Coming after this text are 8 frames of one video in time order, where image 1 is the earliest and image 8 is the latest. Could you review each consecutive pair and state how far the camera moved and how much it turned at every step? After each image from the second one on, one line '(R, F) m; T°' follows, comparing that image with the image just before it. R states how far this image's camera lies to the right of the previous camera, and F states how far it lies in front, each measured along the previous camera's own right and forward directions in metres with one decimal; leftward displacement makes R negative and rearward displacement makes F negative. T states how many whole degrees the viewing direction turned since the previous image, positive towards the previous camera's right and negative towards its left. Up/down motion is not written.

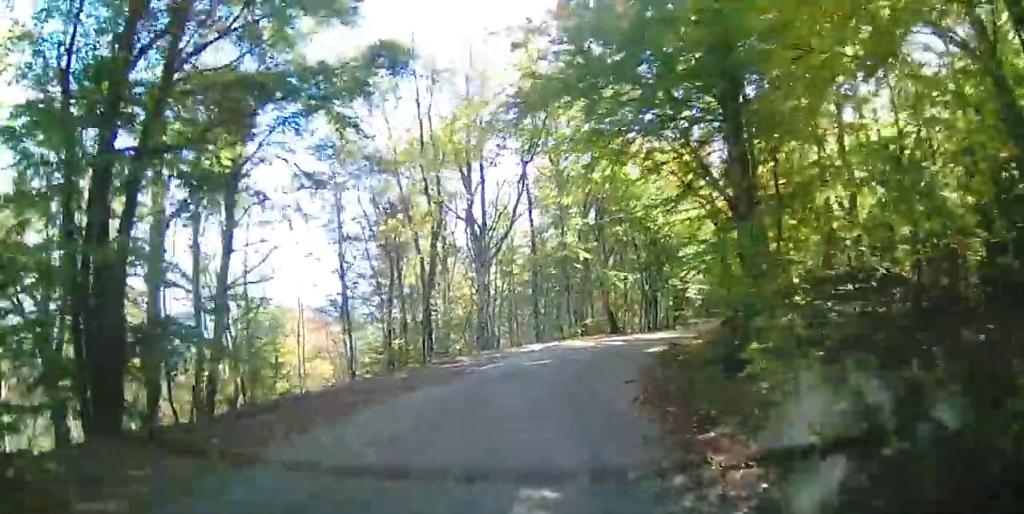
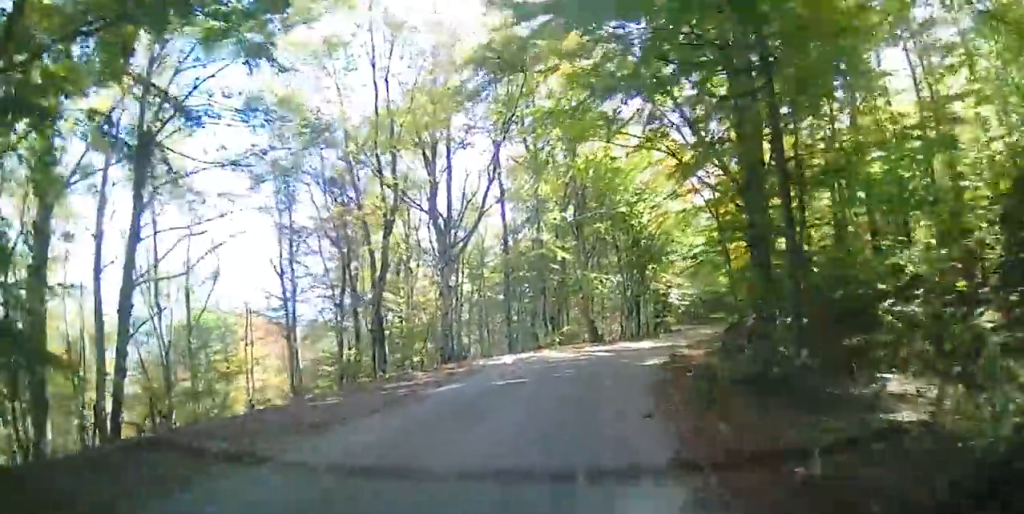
(-0.1, +3.4) m; +3°
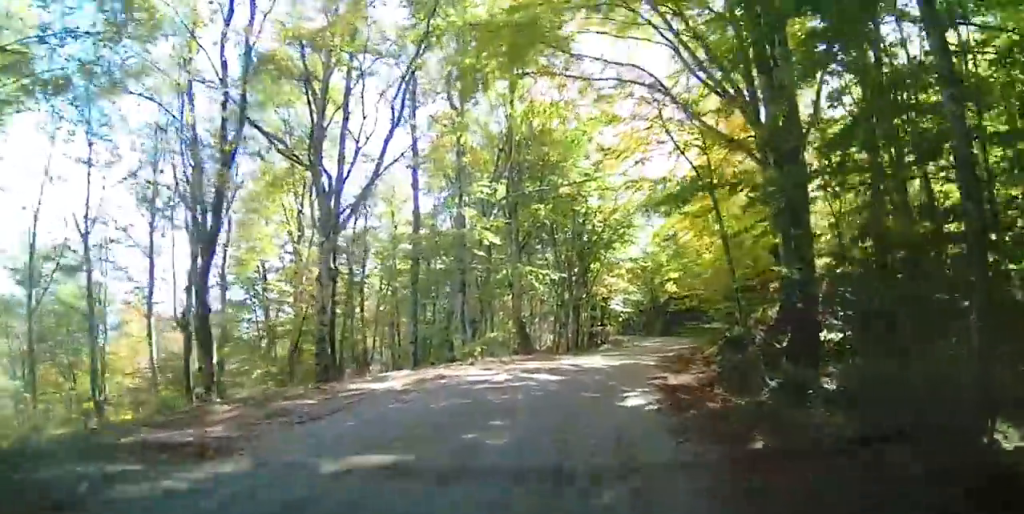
(+0.6, +6.6) m; +9°
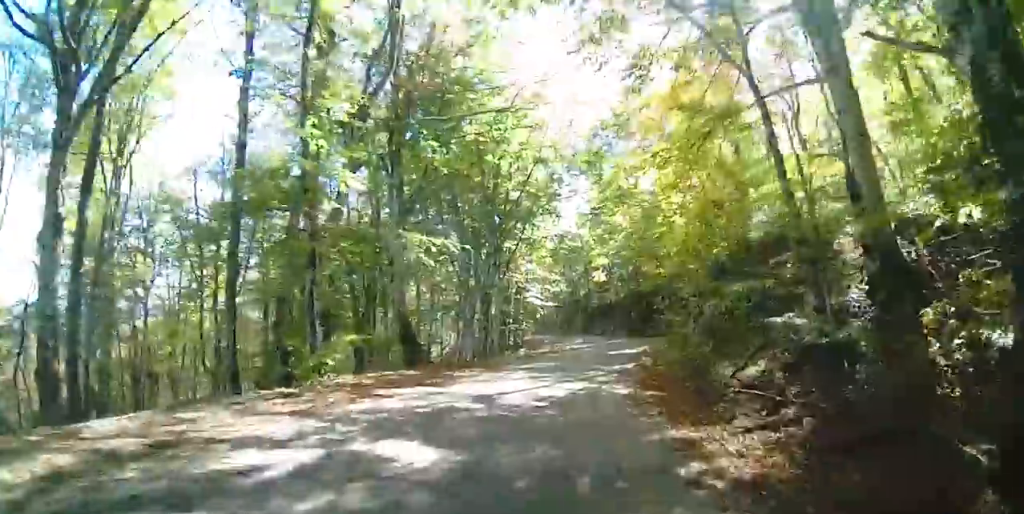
(+0.6, +8.1) m; +5°
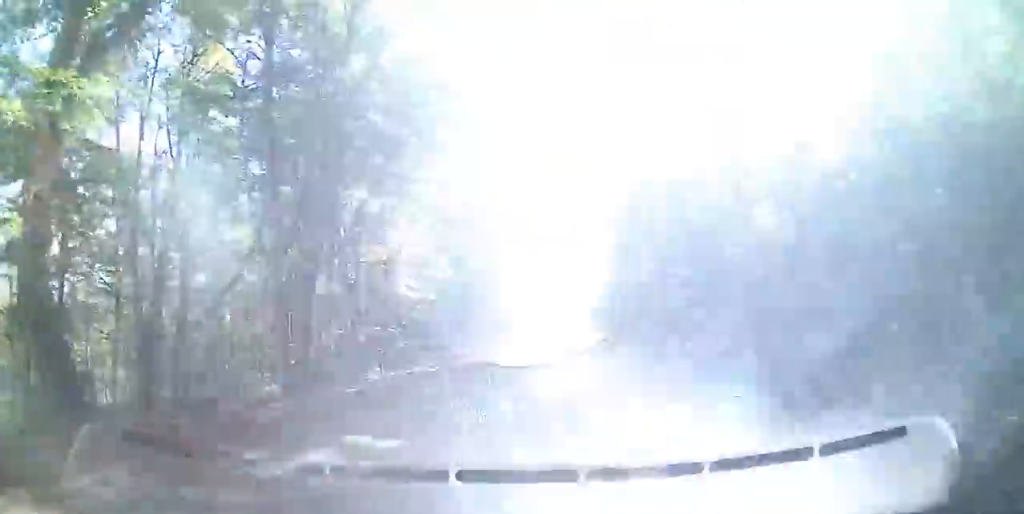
(+0.4, +11.7) m; +7°
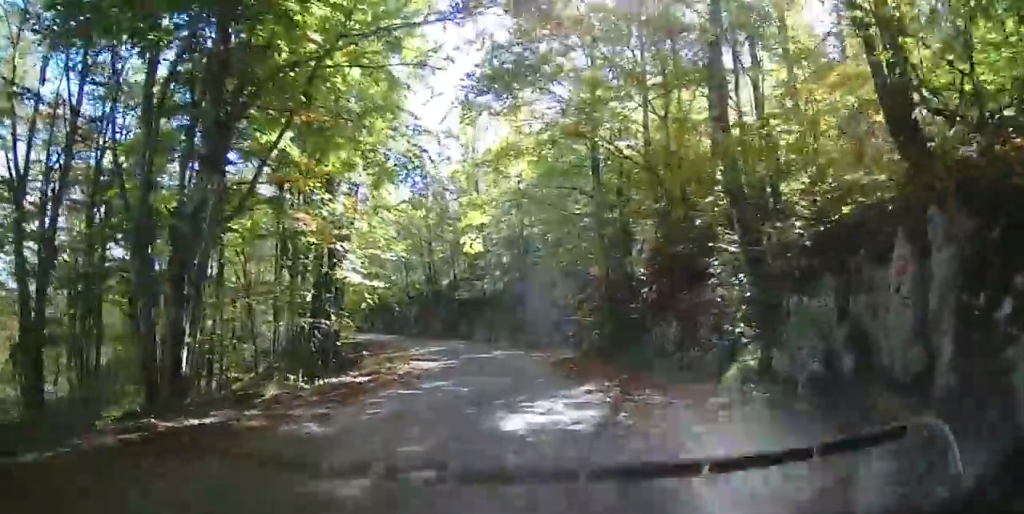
(+0.4, +4.7) m; +4°
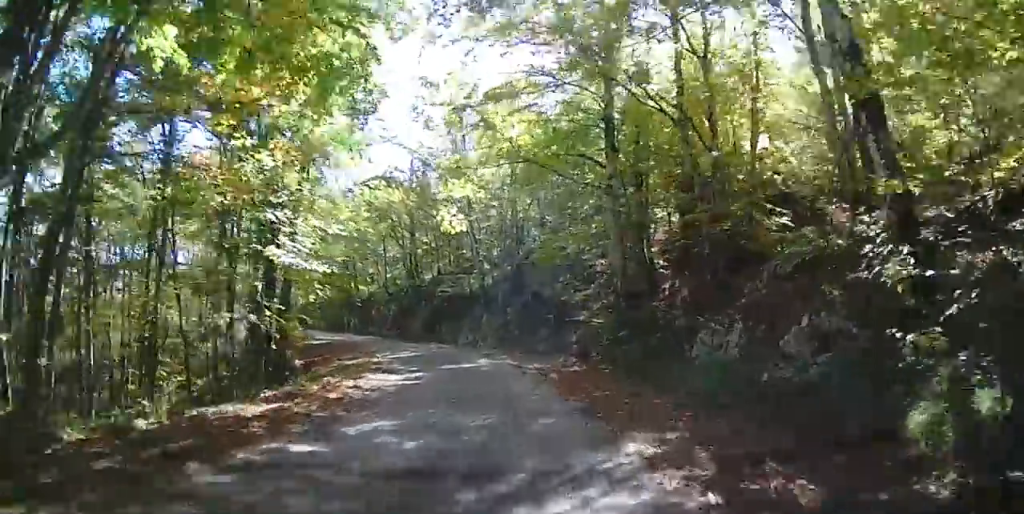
(+0.1, +4.7) m; -1°
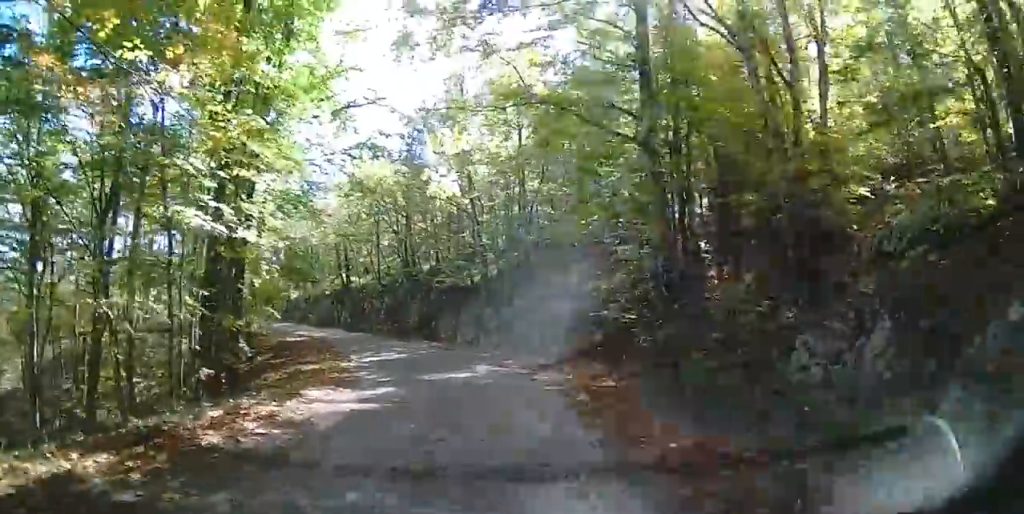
(+0.1, +4.1) m; -2°
